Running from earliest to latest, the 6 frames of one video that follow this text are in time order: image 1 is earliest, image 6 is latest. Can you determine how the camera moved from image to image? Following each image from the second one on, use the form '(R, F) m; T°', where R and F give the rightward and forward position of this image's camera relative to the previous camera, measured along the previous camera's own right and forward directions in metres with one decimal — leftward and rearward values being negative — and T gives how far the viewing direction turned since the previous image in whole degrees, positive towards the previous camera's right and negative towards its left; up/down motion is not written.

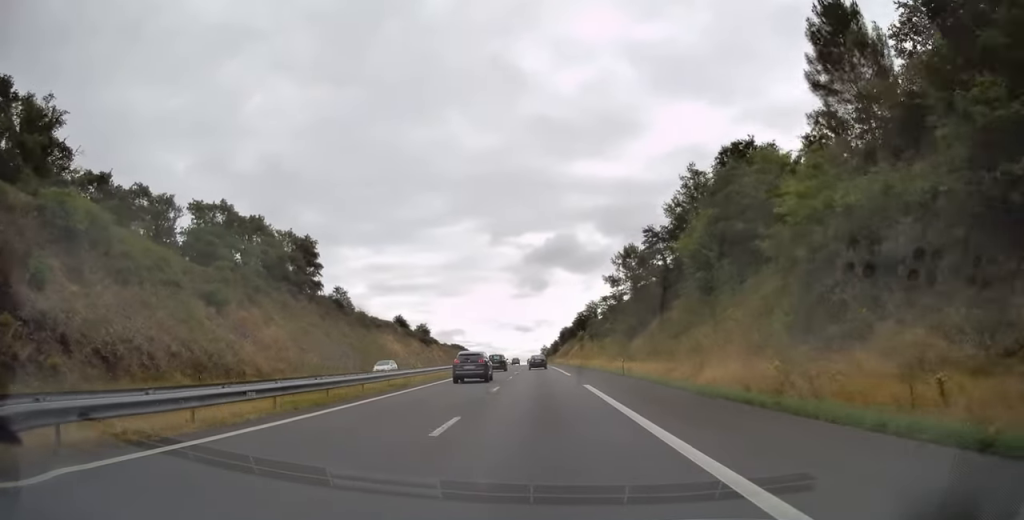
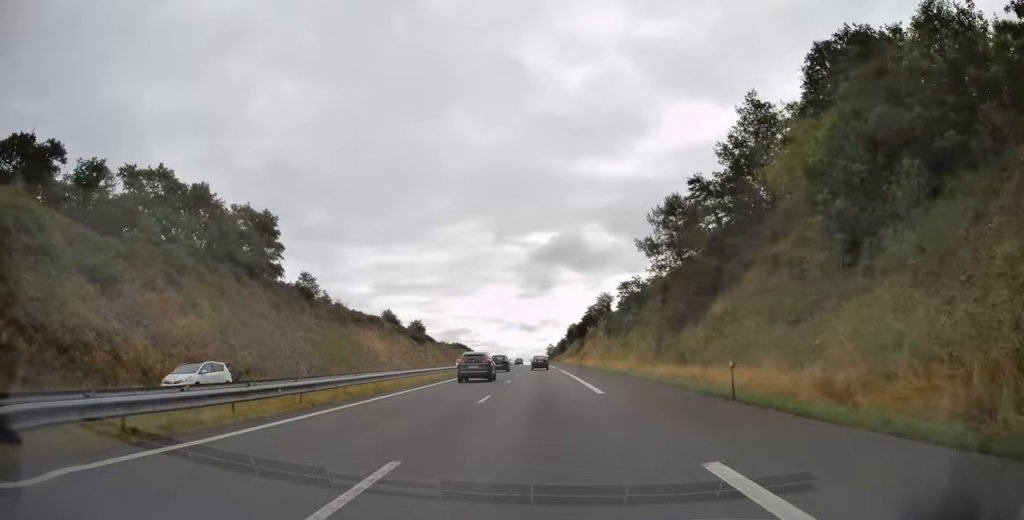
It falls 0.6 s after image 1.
(+0.1, +18.3) m; -1°
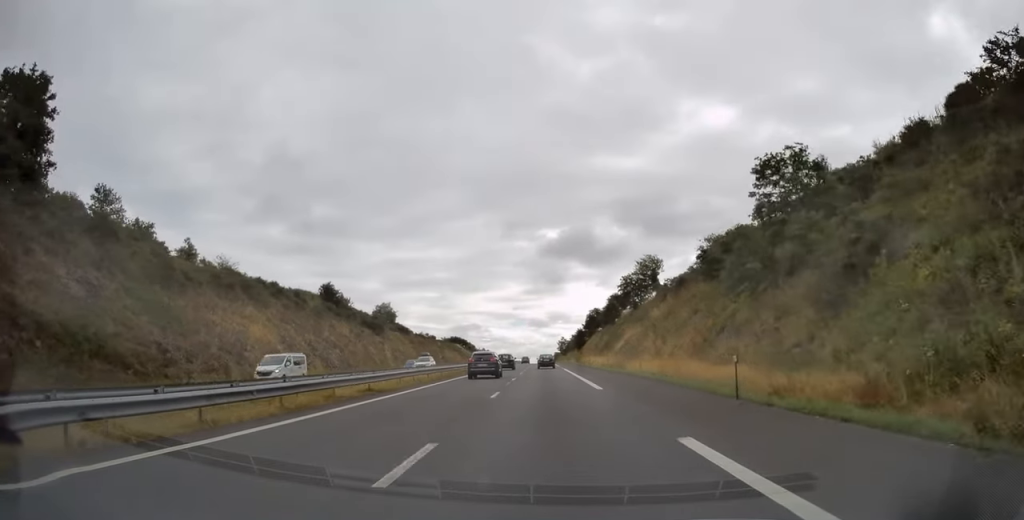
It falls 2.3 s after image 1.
(-1.3, +49.3) m; -2°
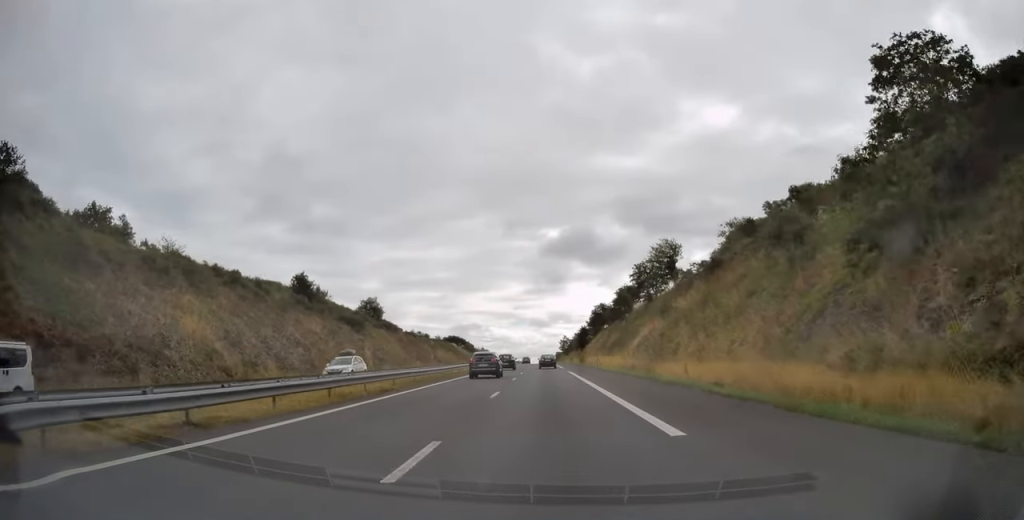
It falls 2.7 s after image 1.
(-0.1, +12.5) m; 0°
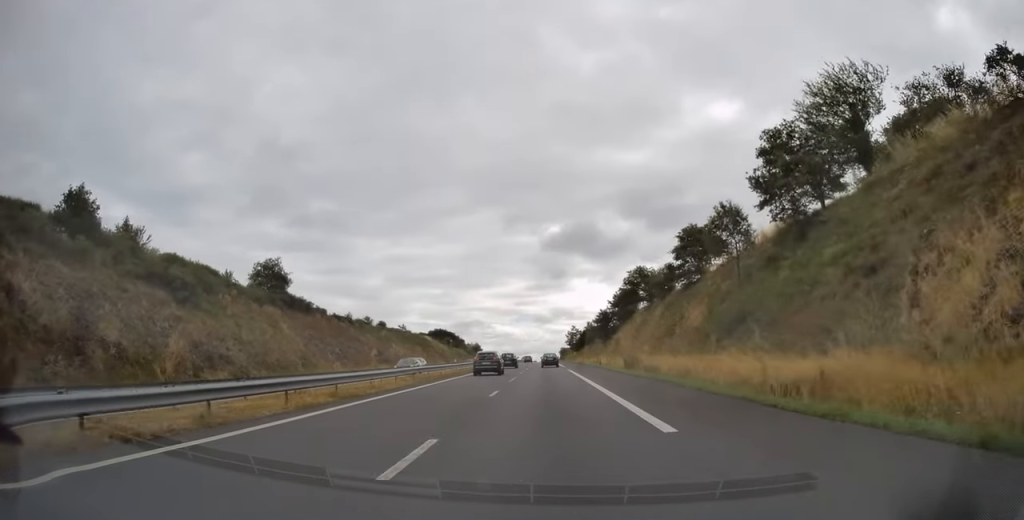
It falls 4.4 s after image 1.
(+0.5, +51.1) m; +1°
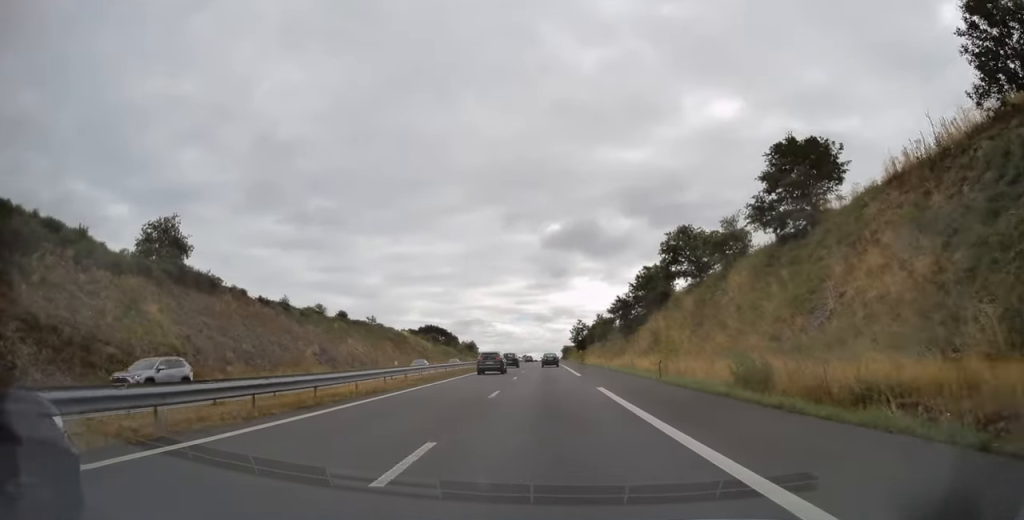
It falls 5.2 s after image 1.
(-0.2, +25.9) m; -1°
